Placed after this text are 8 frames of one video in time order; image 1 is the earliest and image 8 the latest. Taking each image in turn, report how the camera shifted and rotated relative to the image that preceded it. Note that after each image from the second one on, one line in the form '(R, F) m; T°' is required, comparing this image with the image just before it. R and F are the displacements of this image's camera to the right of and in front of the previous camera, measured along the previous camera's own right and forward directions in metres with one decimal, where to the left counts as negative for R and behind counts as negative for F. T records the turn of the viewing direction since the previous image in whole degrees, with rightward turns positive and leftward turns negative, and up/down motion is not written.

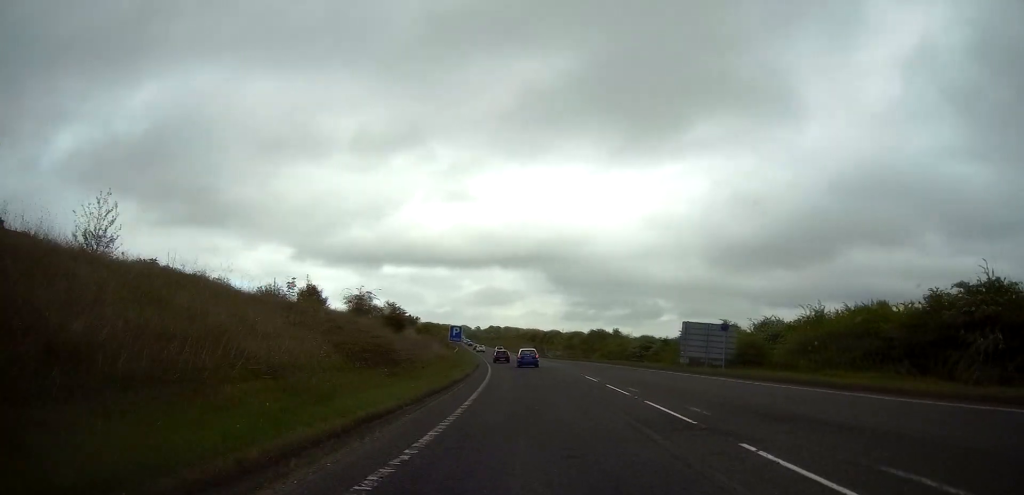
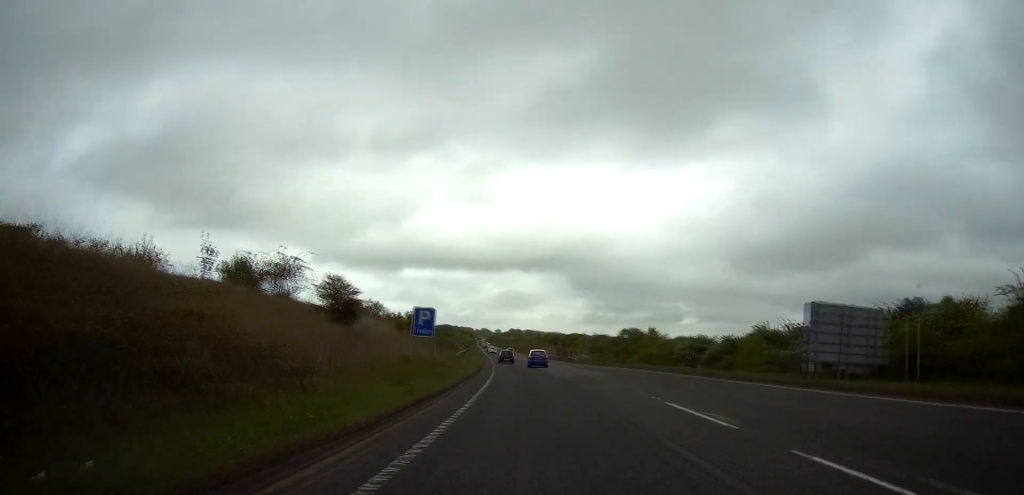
(-0.5, +18.6) m; -3°
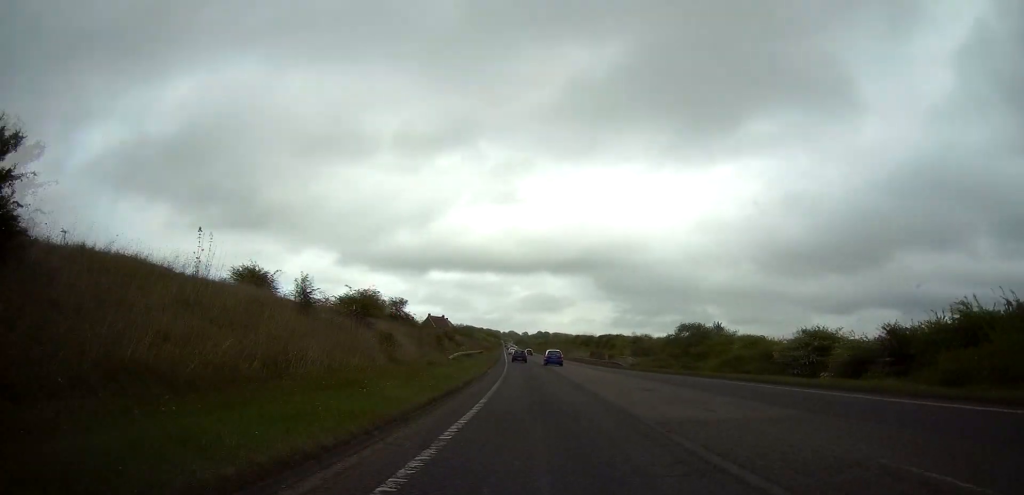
(-0.7, +25.1) m; -3°
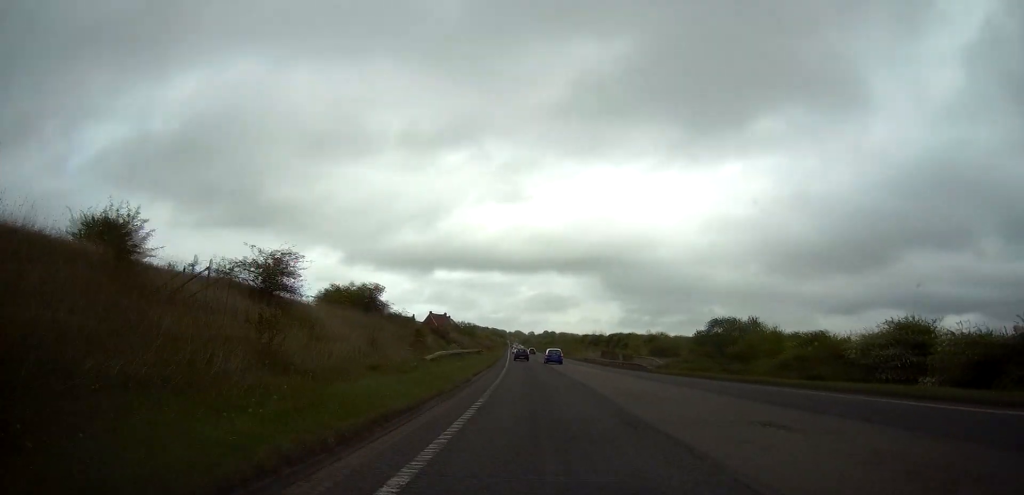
(-0.2, +12.3) m; -1°
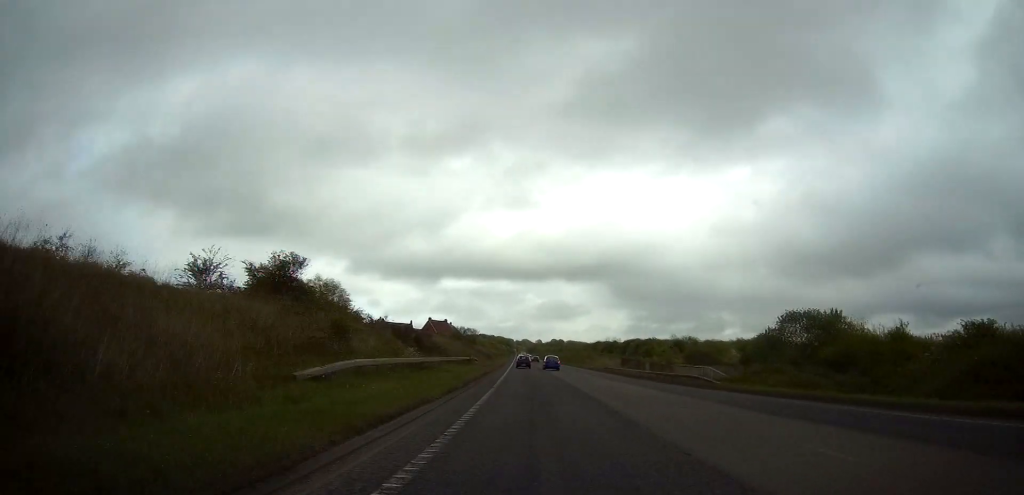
(-0.2, +19.7) m; -1°
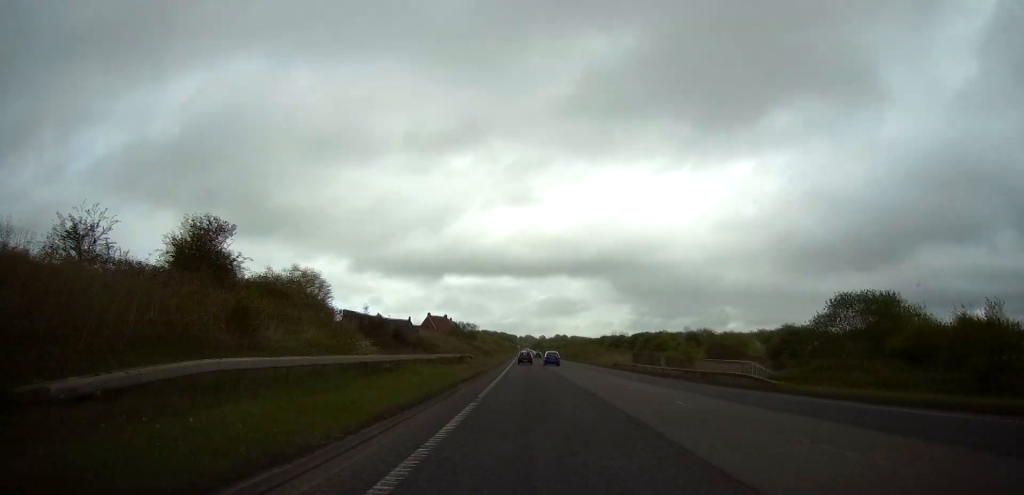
(0.0, +9.0) m; 0°
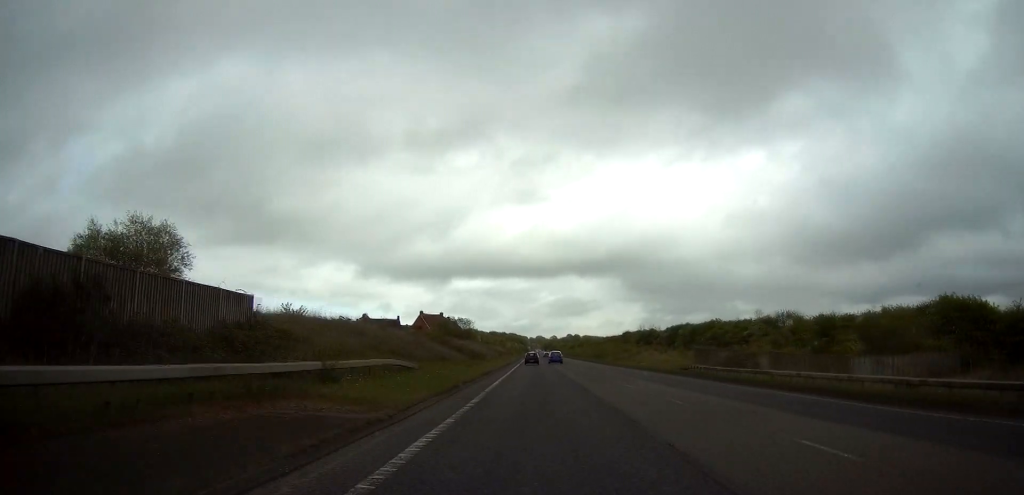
(-0.3, +35.0) m; -1°
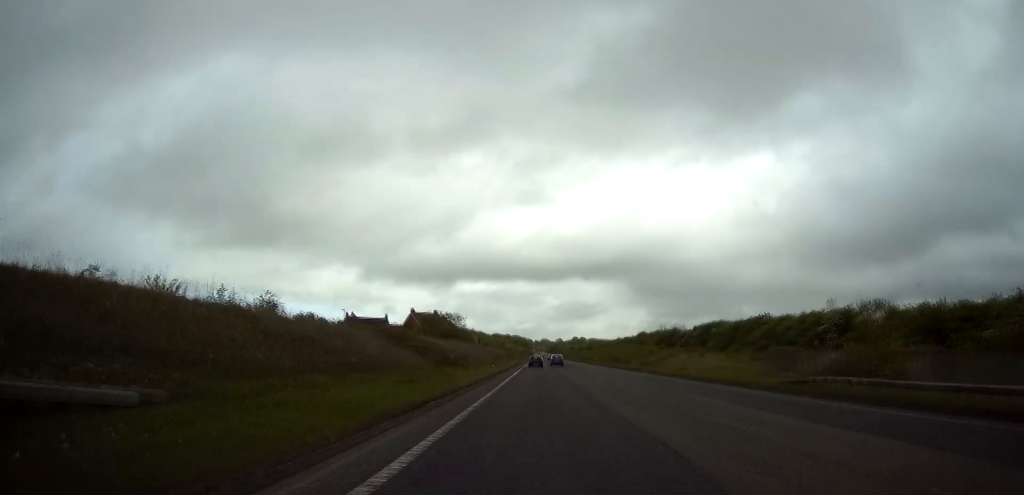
(0.0, +21.7) m; -1°
